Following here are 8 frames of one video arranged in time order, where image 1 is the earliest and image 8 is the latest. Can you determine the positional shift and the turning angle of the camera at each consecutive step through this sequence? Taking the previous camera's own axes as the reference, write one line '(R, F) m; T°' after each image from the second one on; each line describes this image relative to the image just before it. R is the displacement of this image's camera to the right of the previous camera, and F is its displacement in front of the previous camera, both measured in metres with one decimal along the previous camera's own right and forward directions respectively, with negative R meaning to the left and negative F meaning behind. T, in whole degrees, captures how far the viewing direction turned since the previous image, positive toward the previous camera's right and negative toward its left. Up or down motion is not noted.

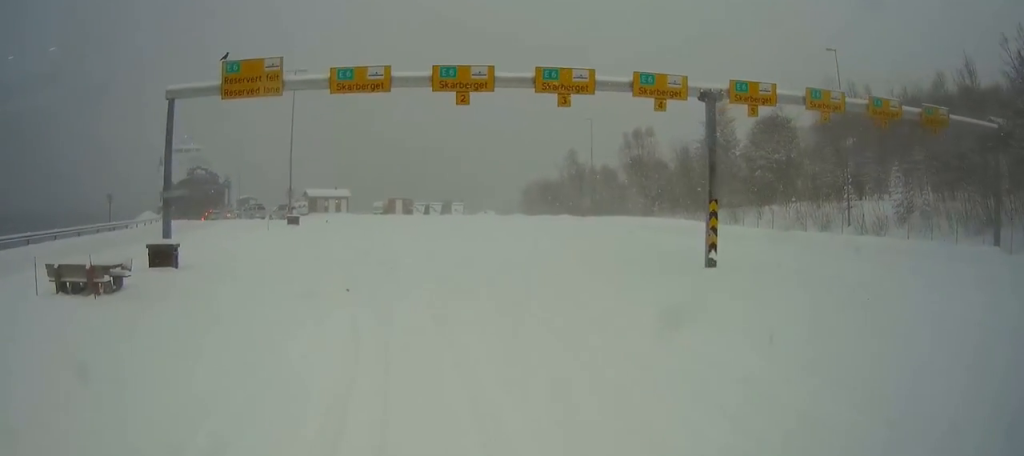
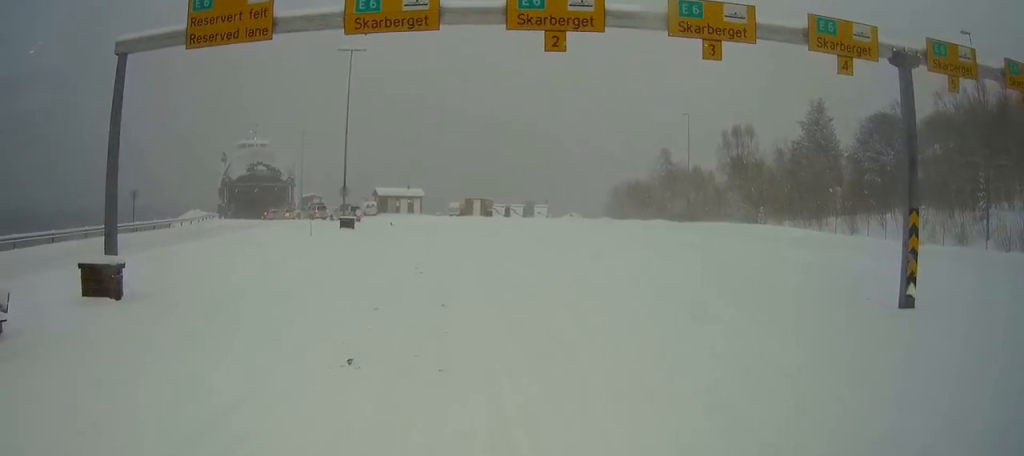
(-0.3, +7.1) m; -5°
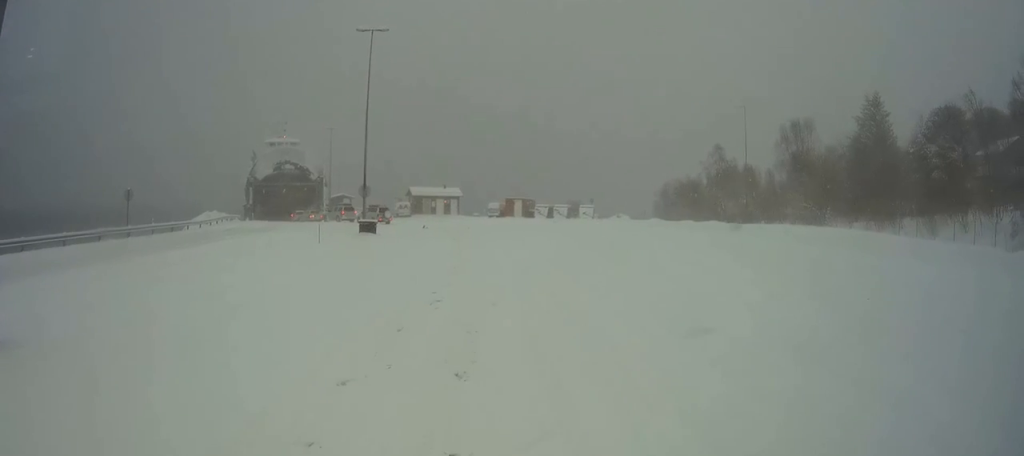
(-0.2, +5.7) m; -4°
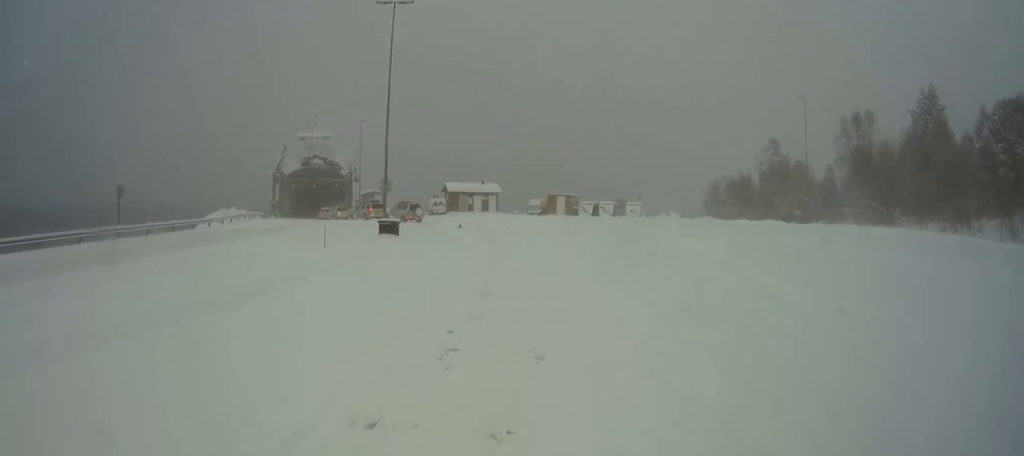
(-0.2, +5.4) m; -2°
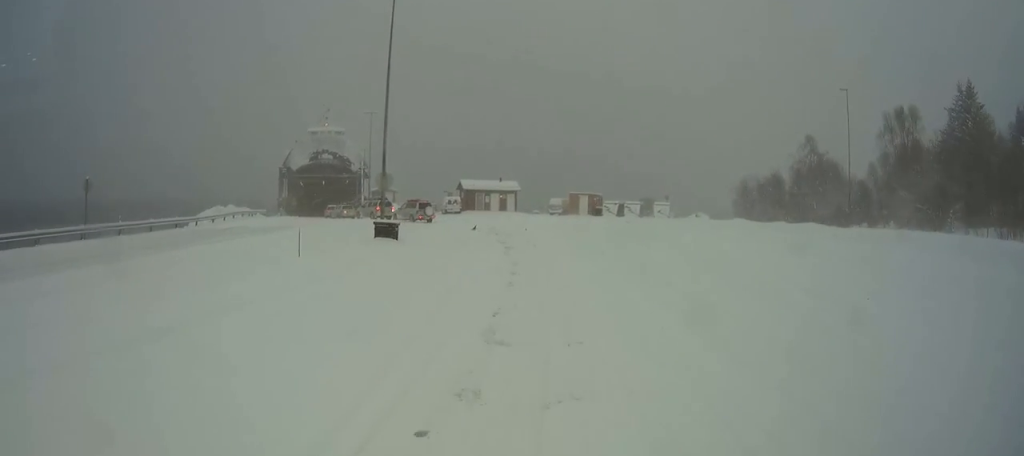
(+0.1, +5.3) m; 0°
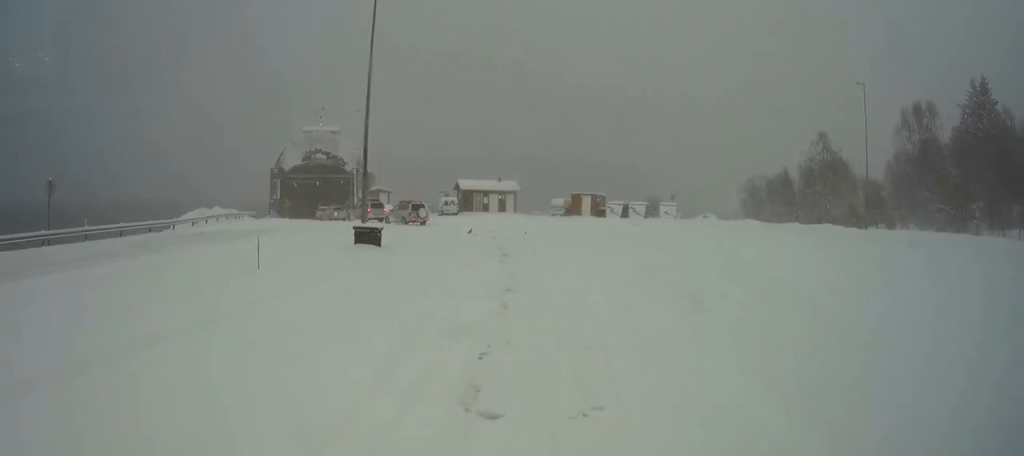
(-0.1, +3.4) m; -1°
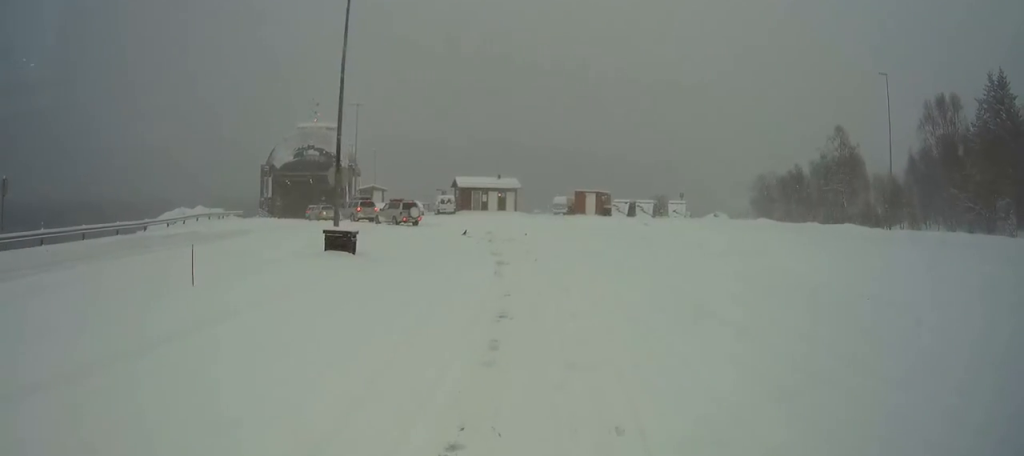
(0.0, +4.1) m; -1°
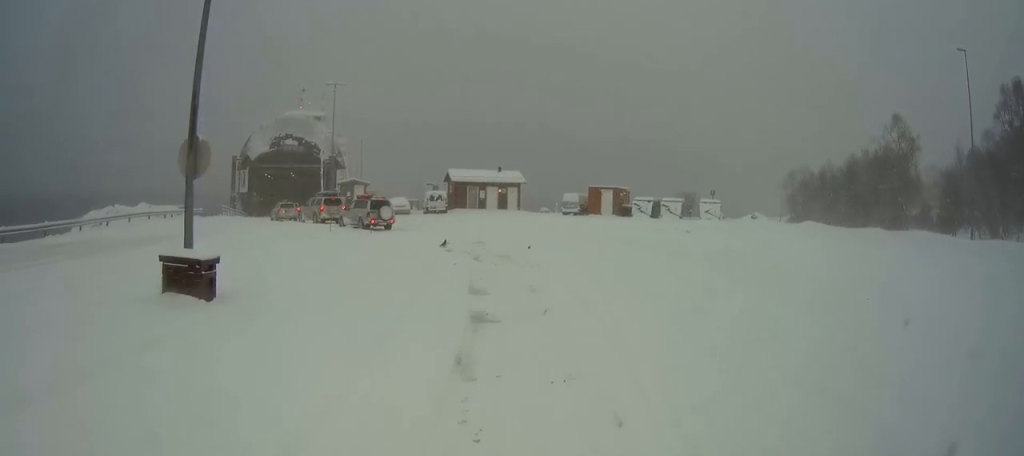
(-0.1, +11.3) m; -1°
